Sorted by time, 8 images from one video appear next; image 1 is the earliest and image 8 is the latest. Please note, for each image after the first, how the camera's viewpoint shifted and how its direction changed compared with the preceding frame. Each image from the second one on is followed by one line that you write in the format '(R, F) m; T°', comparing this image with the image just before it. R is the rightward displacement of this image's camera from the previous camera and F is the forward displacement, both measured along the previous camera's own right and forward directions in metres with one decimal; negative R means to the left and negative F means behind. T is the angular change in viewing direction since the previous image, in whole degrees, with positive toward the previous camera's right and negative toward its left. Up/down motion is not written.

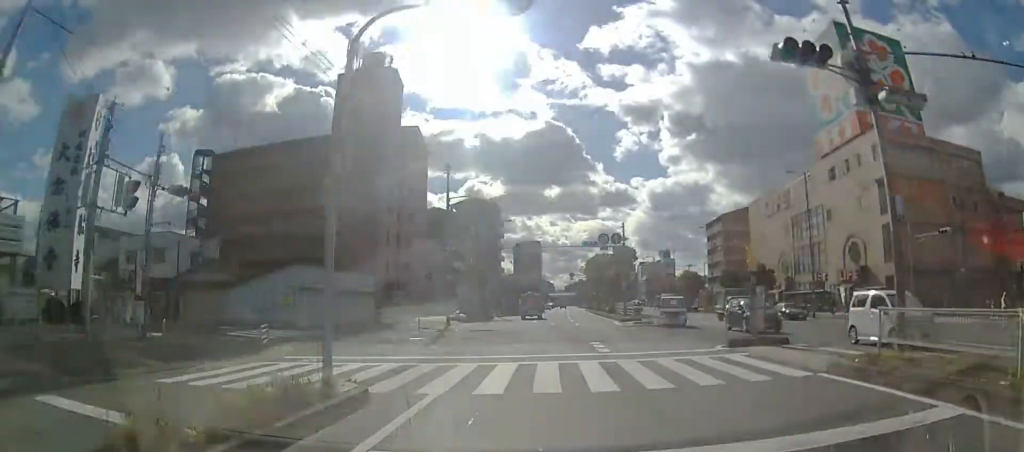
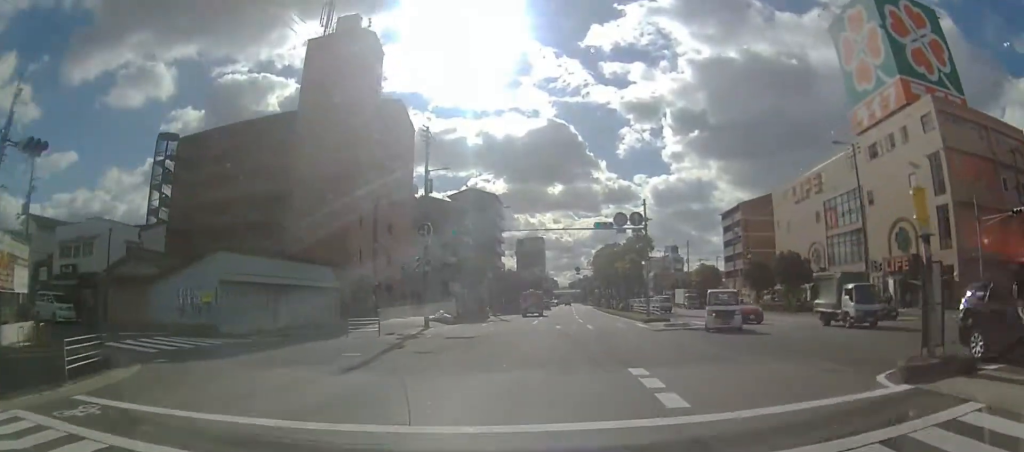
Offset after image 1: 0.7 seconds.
(0.0, +7.8) m; 0°
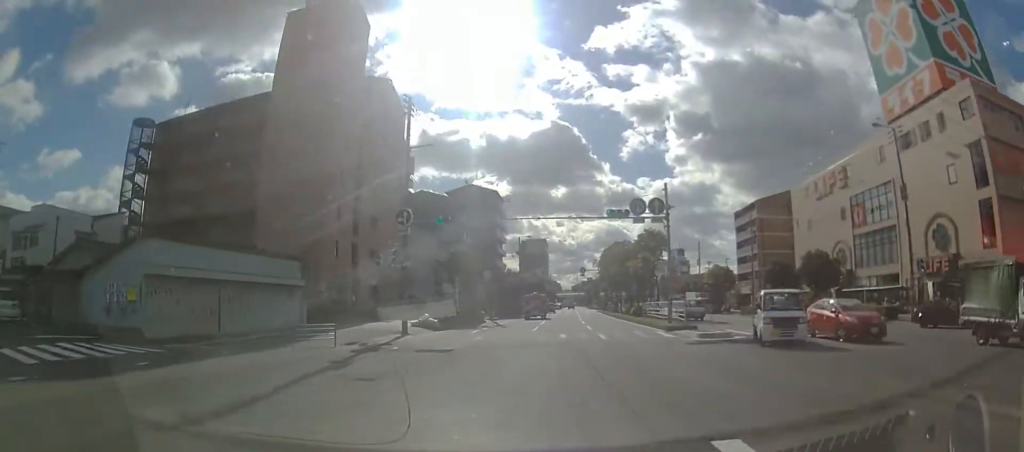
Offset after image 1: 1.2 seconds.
(0.0, +4.9) m; 0°
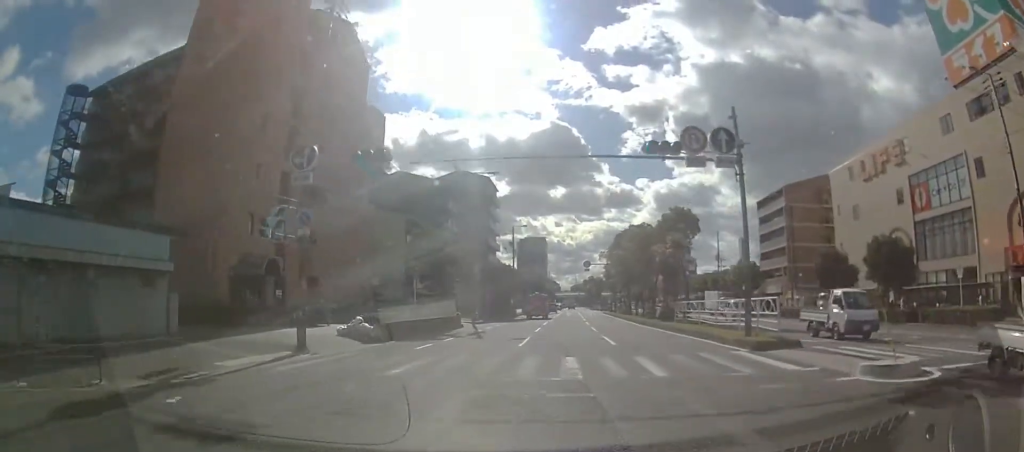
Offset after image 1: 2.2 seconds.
(0.0, +11.2) m; 0°
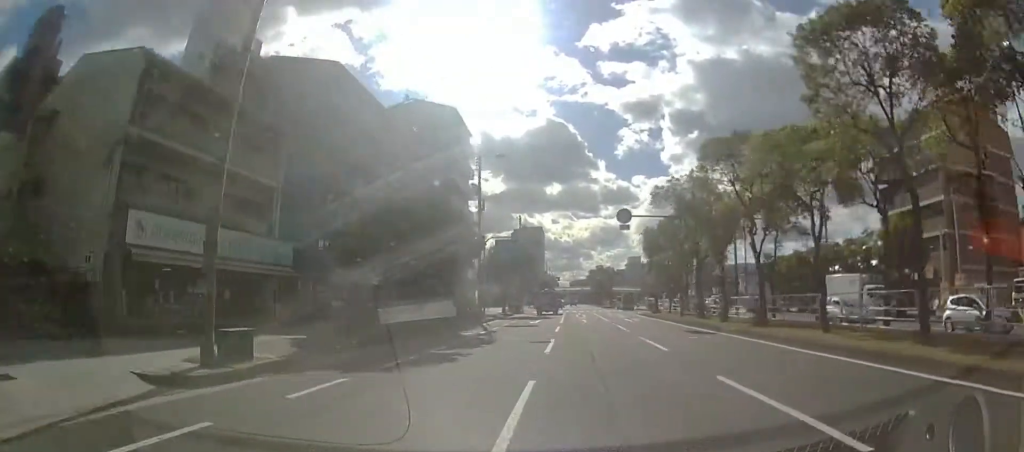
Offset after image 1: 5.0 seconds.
(-0.3, +33.4) m; -2°
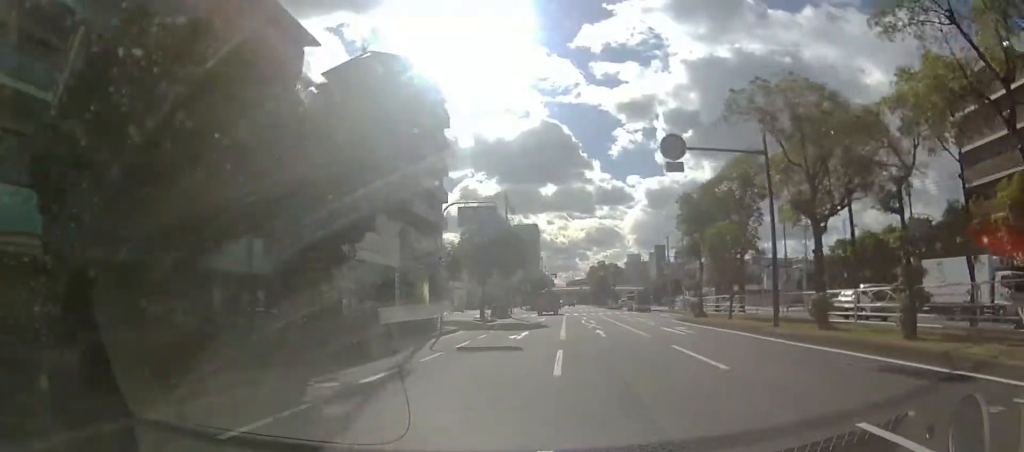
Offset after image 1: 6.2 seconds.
(0.0, +14.3) m; +2°
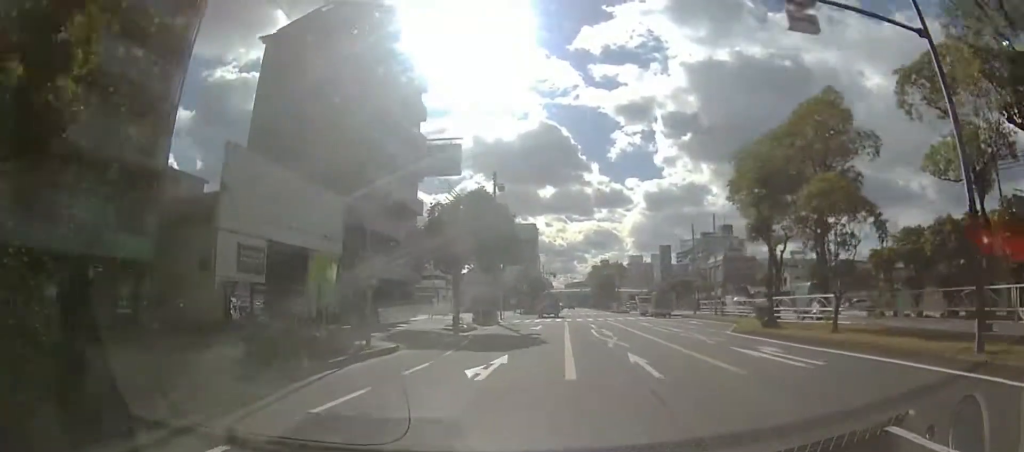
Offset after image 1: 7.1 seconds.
(+0.2, +10.7) m; 0°
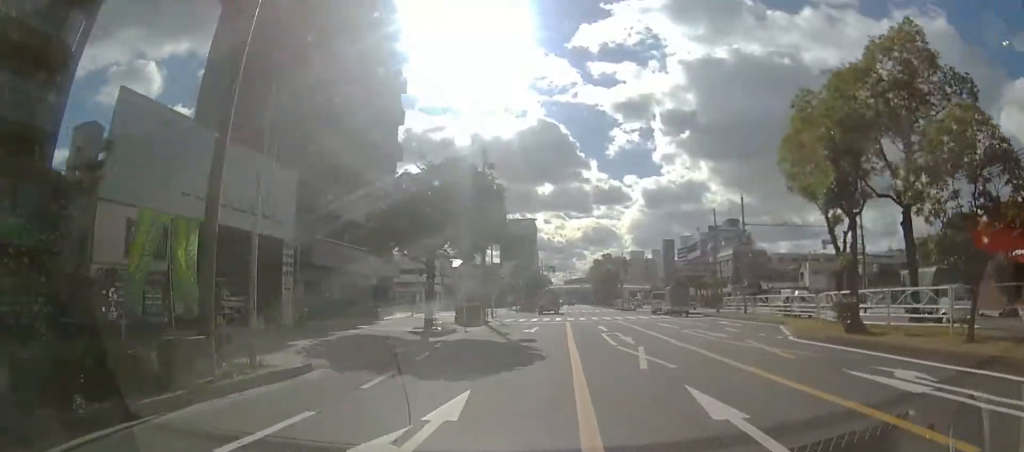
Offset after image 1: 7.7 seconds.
(0.0, +6.3) m; 0°
